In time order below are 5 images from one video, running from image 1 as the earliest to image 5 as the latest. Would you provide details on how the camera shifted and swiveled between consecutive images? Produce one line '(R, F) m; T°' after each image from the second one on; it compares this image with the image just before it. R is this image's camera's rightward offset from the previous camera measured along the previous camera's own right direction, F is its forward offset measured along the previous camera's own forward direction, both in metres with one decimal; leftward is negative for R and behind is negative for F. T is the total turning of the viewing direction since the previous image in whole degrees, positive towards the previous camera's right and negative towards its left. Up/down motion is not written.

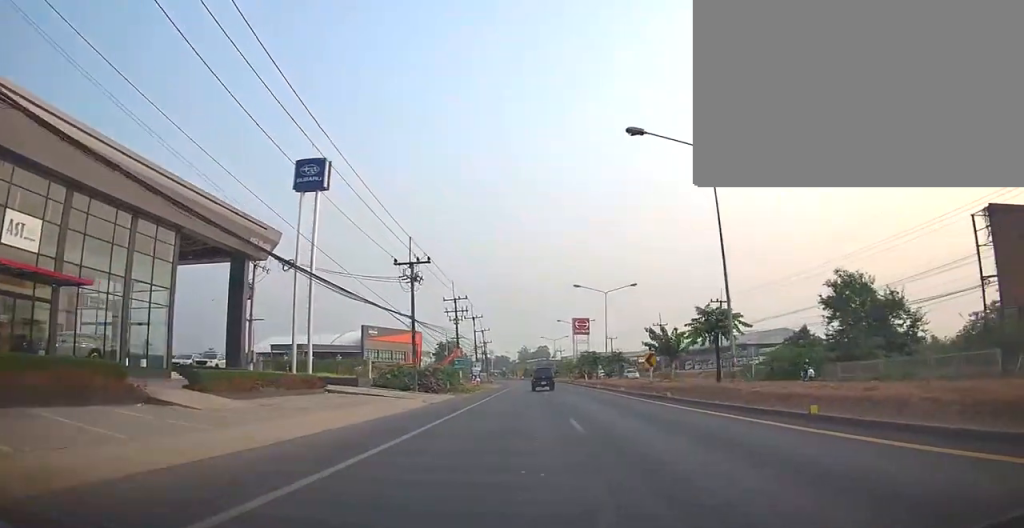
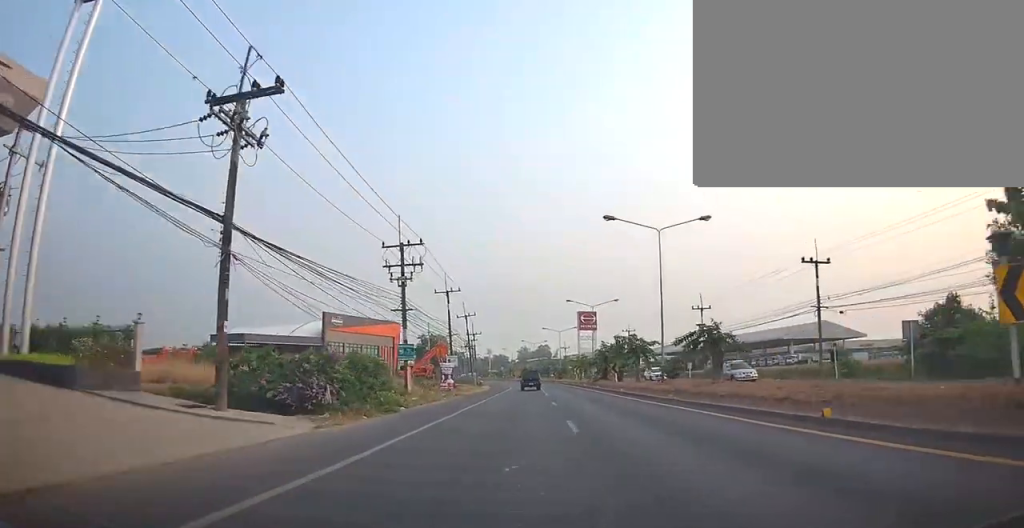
(0.0, +24.1) m; 0°
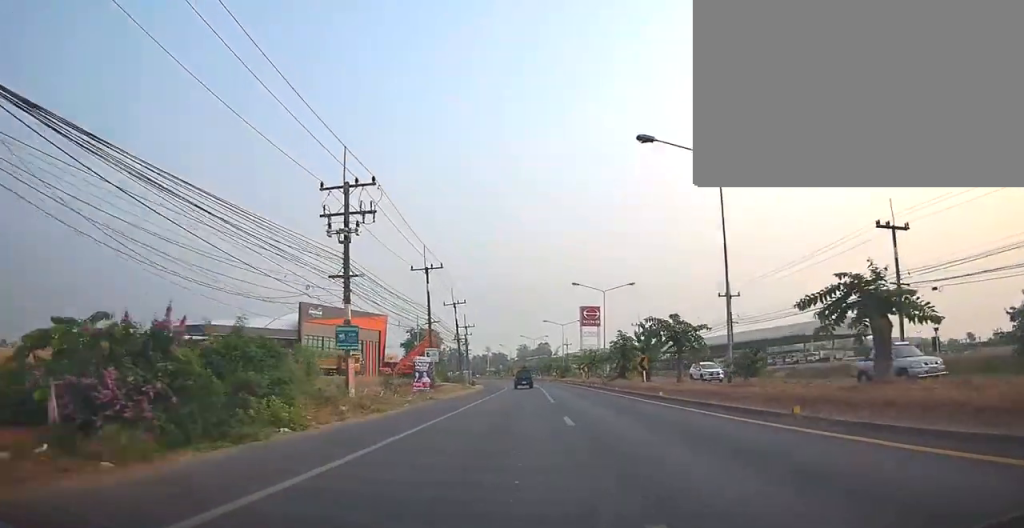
(0.0, +10.9) m; -1°
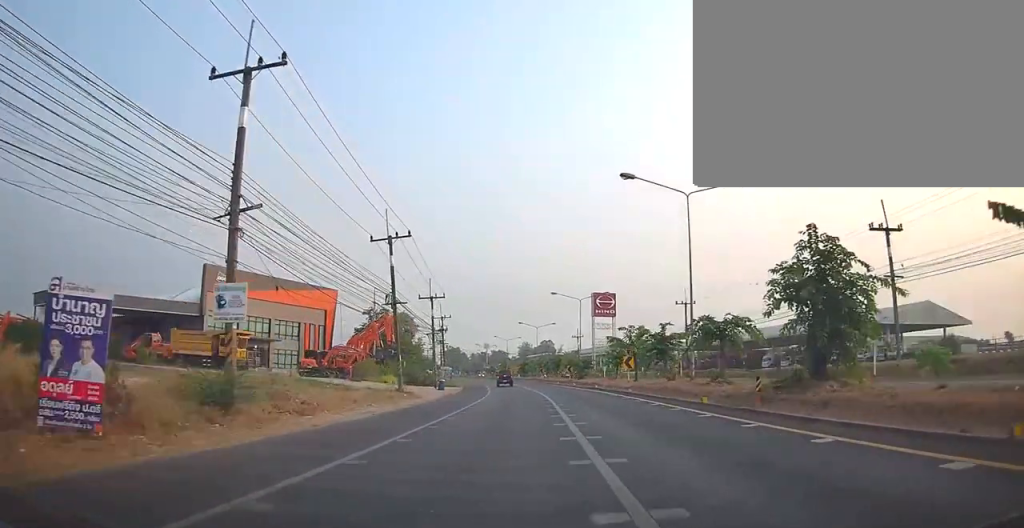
(-1.0, +30.4) m; -1°
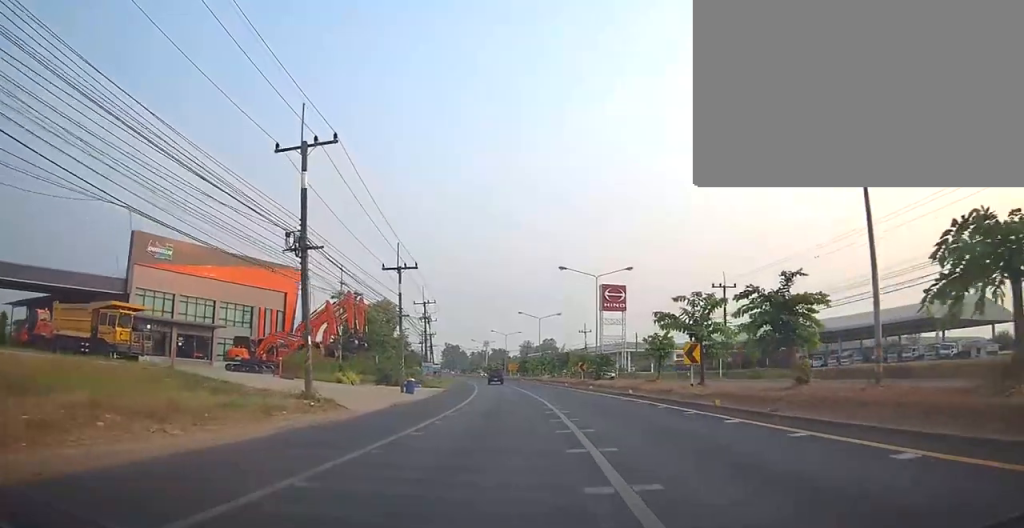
(+0.6, +14.4) m; +2°
